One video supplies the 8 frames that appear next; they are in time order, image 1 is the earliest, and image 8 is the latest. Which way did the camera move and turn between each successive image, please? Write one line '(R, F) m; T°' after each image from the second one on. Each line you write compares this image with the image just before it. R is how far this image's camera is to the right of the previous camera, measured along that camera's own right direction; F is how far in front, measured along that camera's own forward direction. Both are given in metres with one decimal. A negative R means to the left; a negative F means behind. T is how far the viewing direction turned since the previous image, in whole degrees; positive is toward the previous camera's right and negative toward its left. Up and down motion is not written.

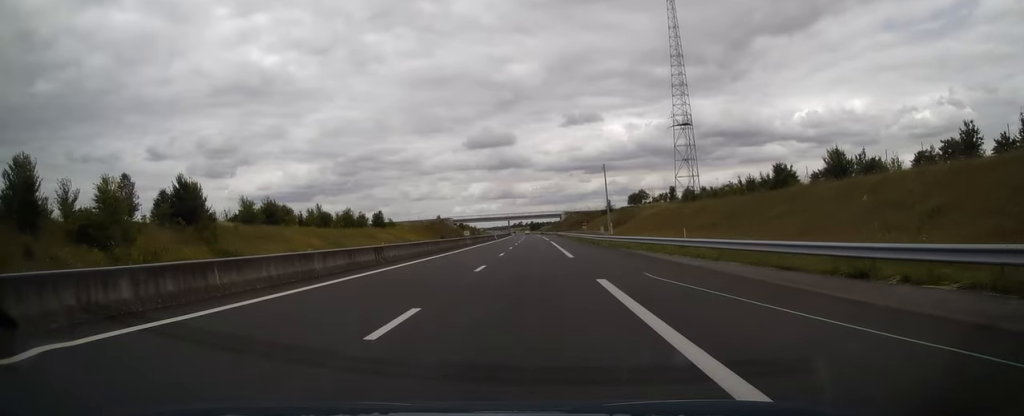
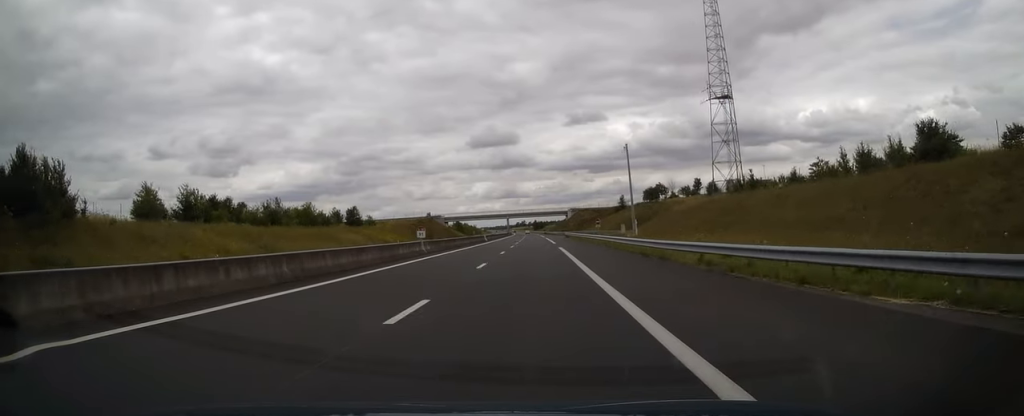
(-0.2, +24.5) m; 0°
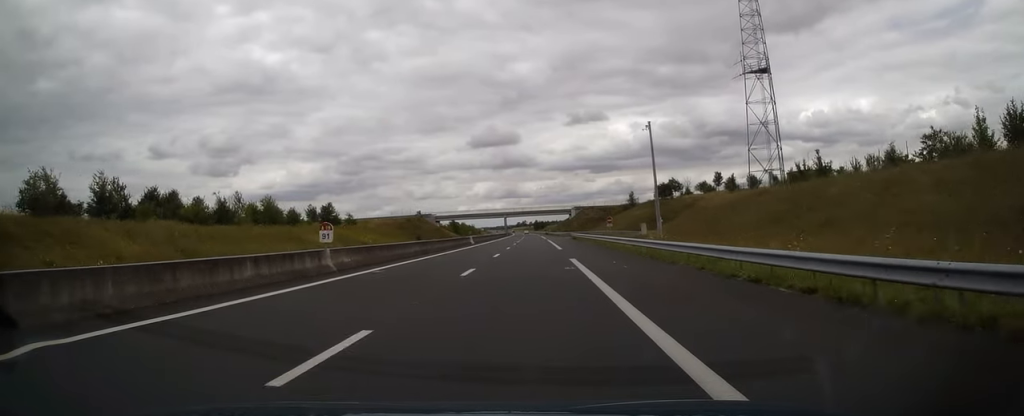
(+0.2, +16.7) m; 0°
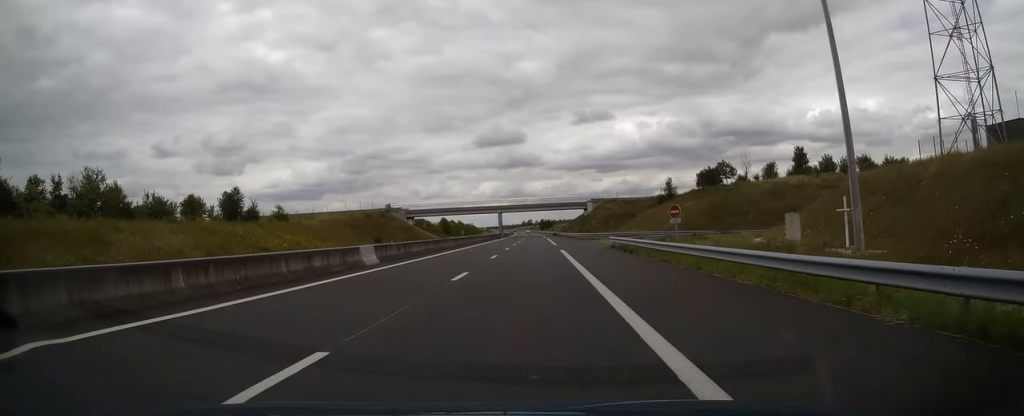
(-0.4, +40.1) m; -1°
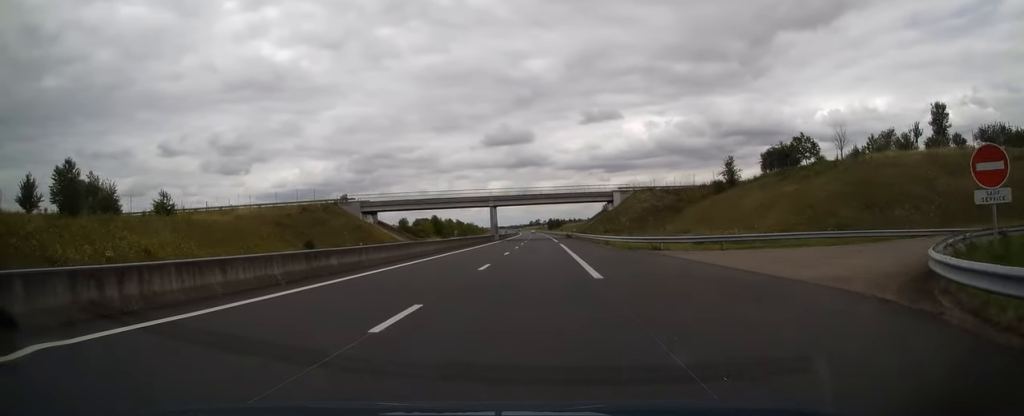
(-0.1, +34.2) m; 0°
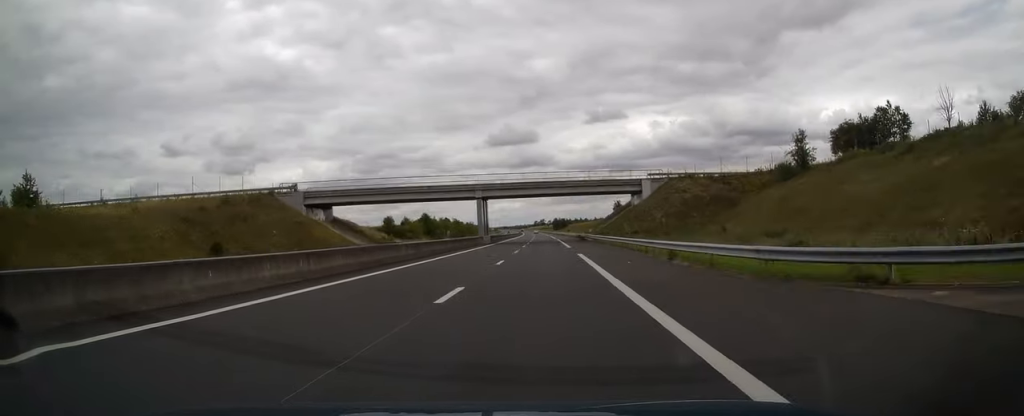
(0.0, +22.5) m; 0°
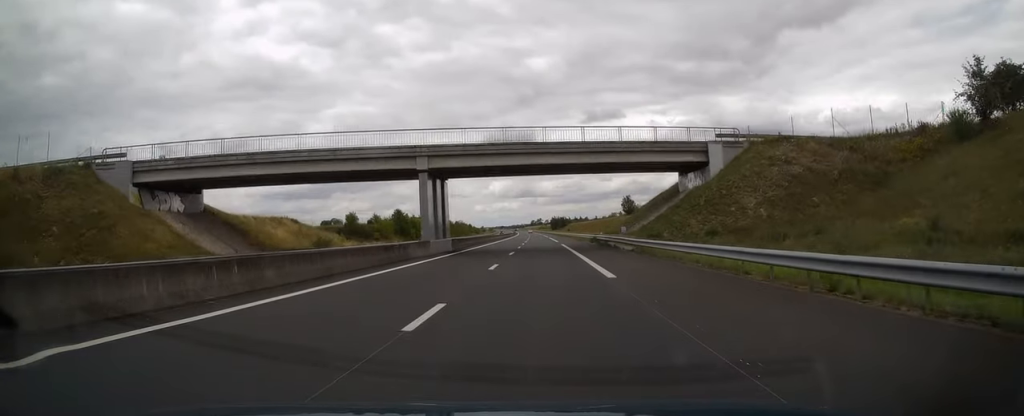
(-0.1, +28.9) m; -1°
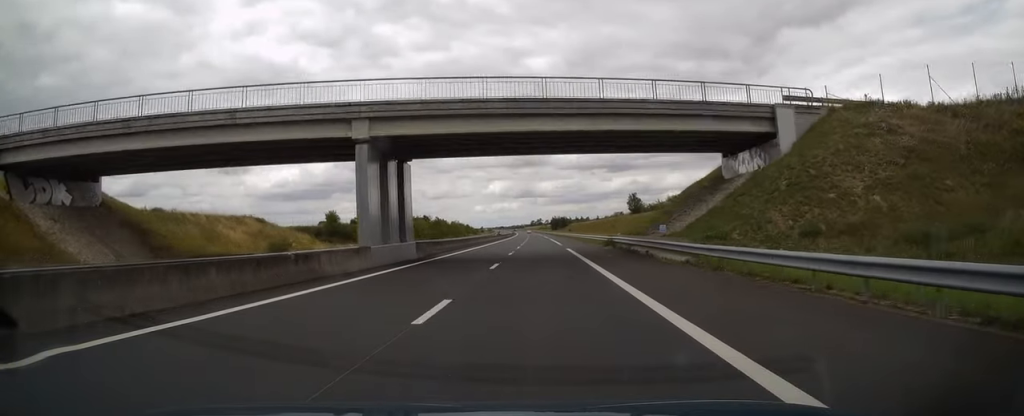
(-0.2, +12.2) m; 0°
